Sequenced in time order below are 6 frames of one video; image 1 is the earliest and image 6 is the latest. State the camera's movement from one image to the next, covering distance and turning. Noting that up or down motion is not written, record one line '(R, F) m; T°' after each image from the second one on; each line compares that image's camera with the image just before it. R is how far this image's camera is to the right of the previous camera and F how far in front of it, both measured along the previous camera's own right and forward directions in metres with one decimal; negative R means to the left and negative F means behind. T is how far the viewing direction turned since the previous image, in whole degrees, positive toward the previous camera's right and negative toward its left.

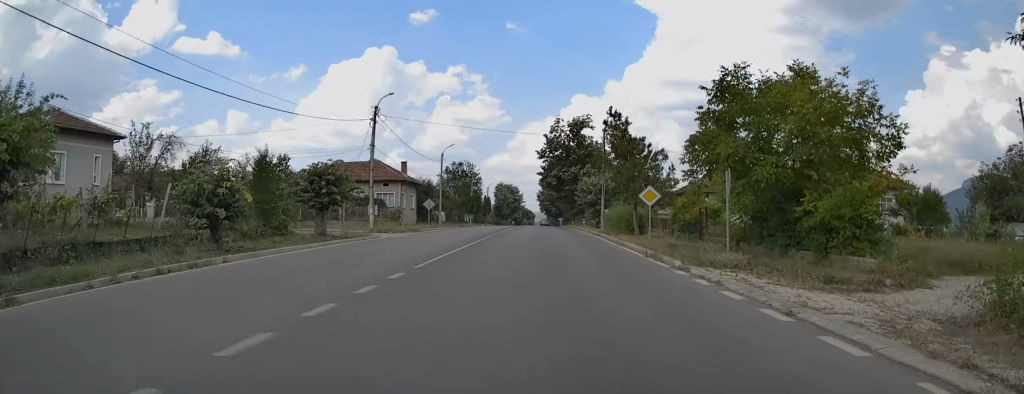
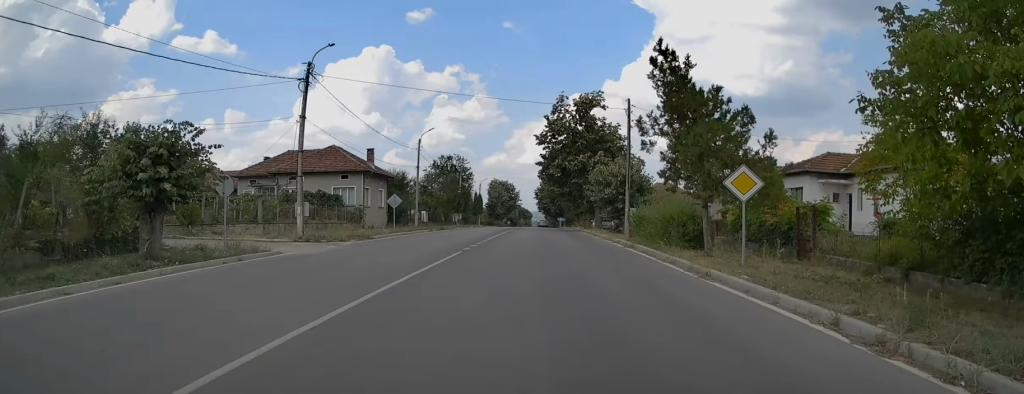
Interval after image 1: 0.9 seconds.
(+0.2, +13.0) m; +1°
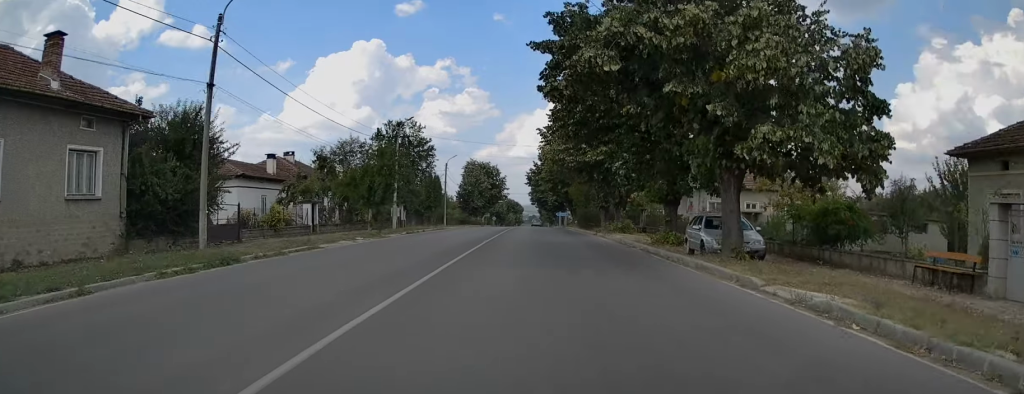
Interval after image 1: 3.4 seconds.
(+0.3, +37.2) m; +1°
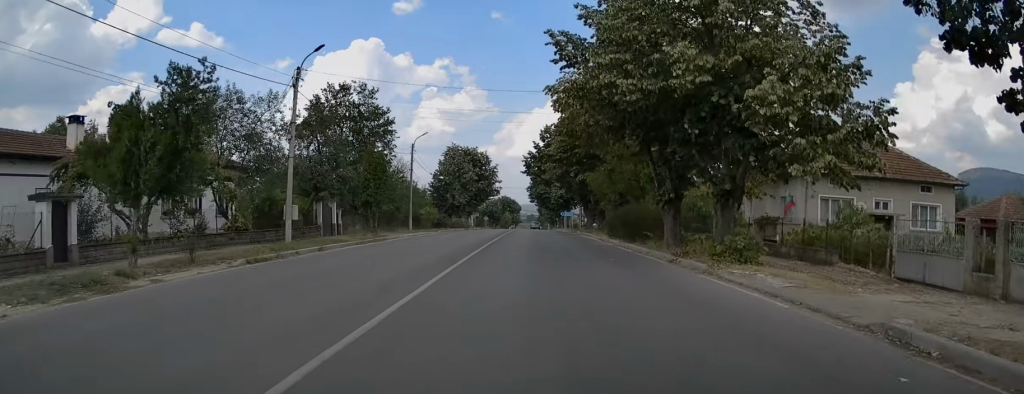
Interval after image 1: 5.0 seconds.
(-0.1, +22.0) m; 0°
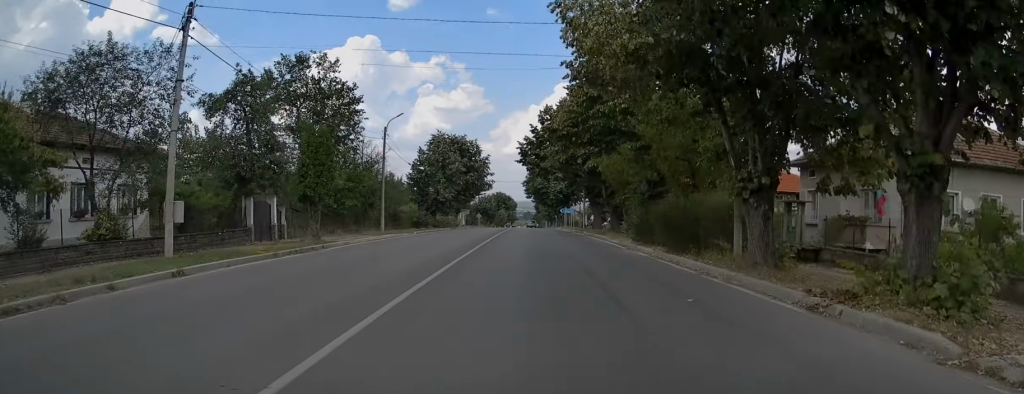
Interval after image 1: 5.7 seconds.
(+0.1, +9.5) m; 0°
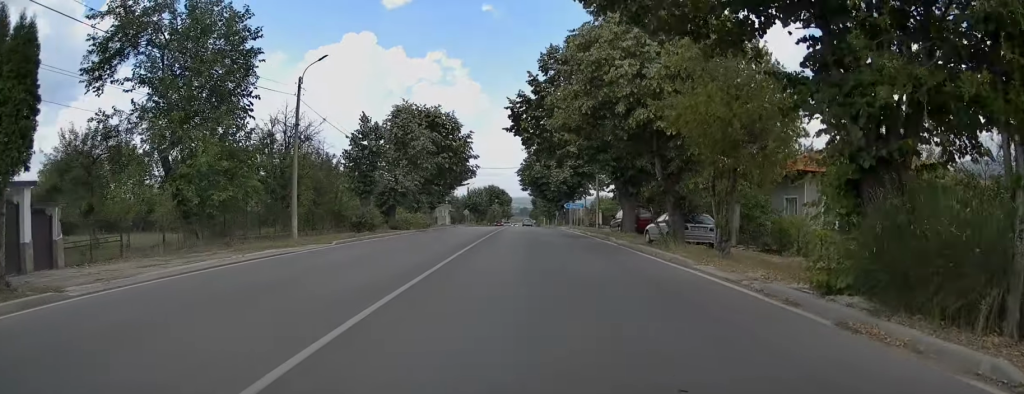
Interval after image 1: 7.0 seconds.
(+0.1, +17.3) m; 0°
